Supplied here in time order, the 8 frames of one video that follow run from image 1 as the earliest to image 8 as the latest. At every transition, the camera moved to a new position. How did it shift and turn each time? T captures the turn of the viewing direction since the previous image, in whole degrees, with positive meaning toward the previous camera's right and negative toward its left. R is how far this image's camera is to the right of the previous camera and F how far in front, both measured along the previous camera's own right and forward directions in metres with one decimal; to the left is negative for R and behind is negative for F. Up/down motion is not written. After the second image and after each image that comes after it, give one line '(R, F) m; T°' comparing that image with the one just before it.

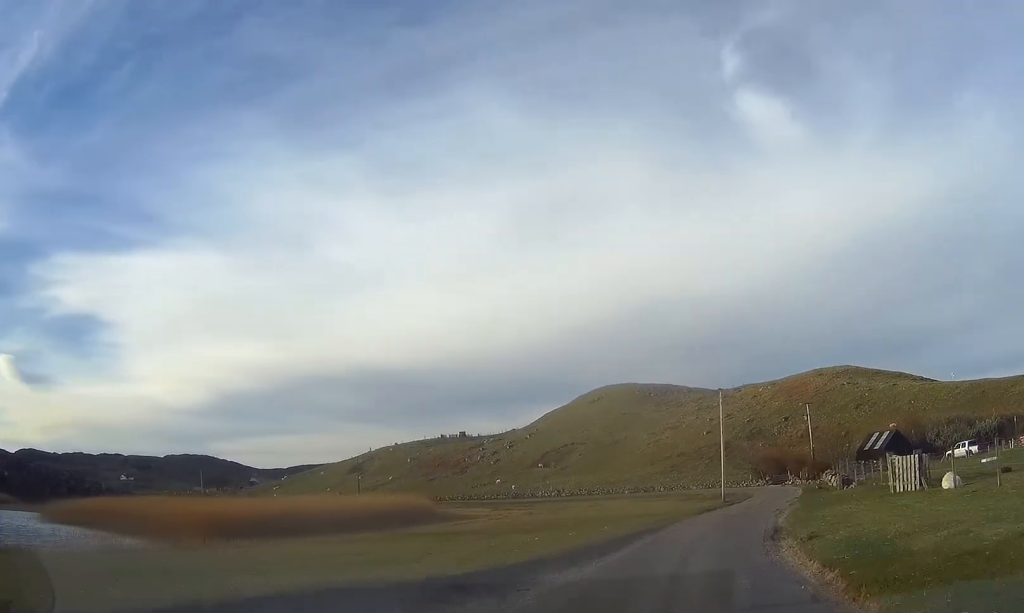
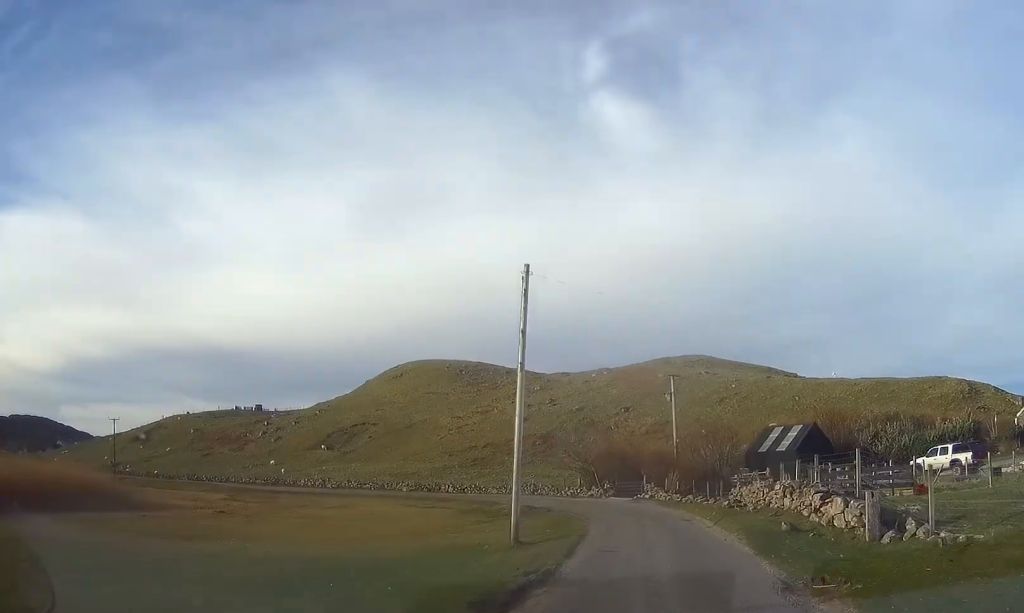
(+2.8, +30.1) m; +8°
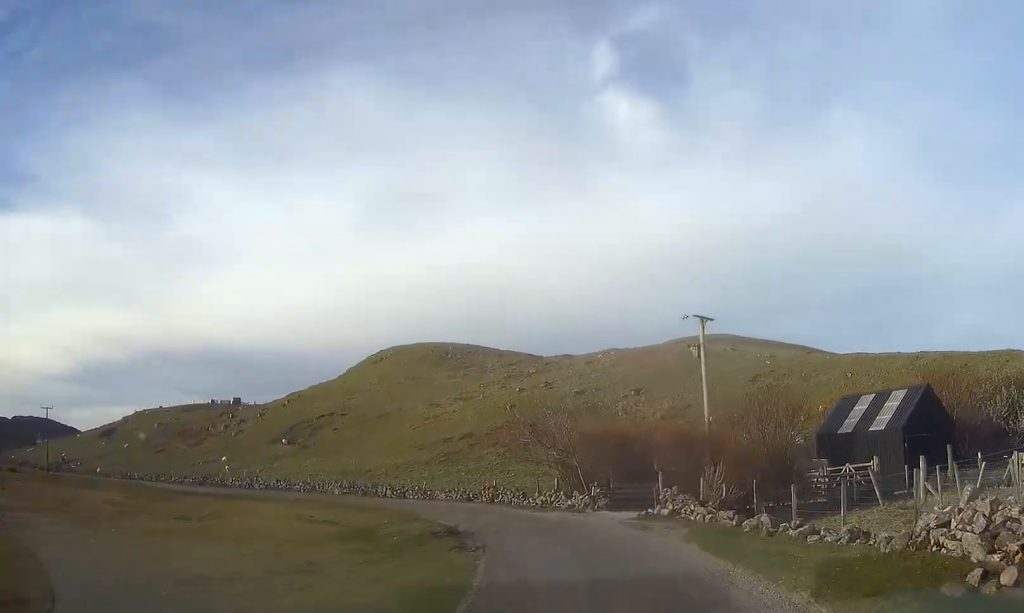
(-0.3, +20.7) m; -6°
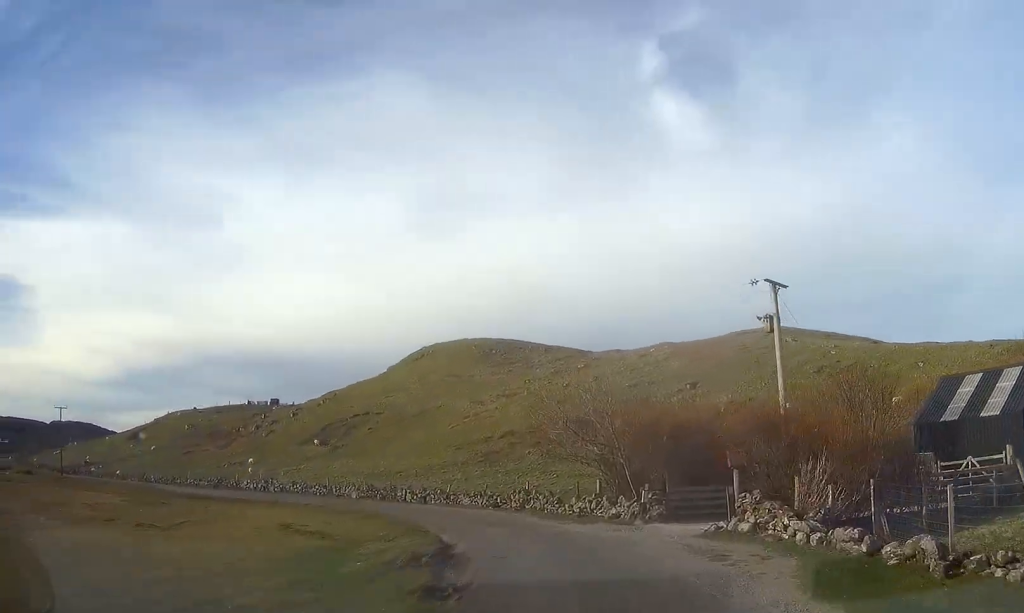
(0.0, +6.9) m; -4°
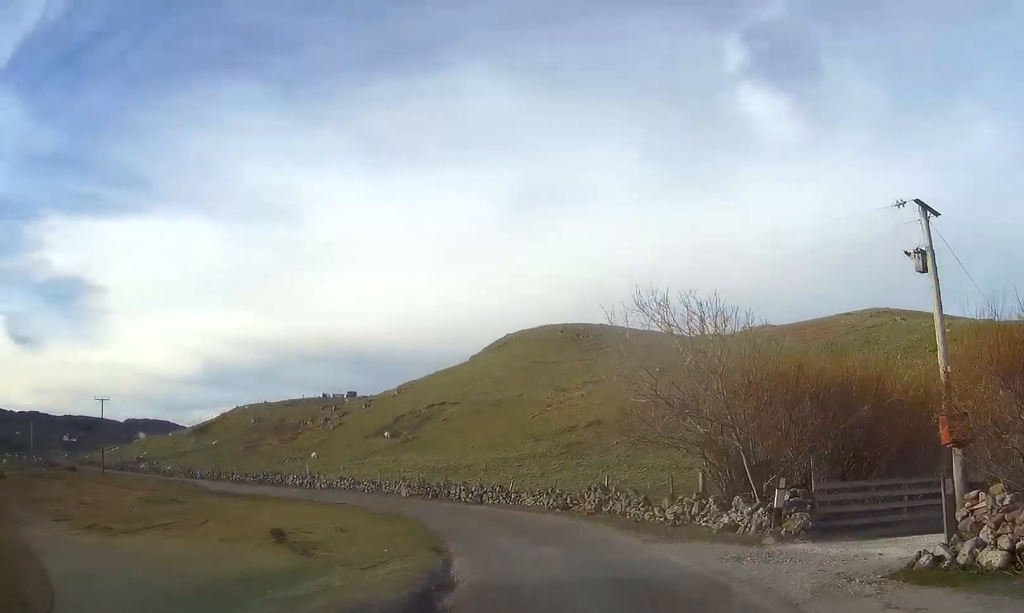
(-0.6, +8.3) m; -7°
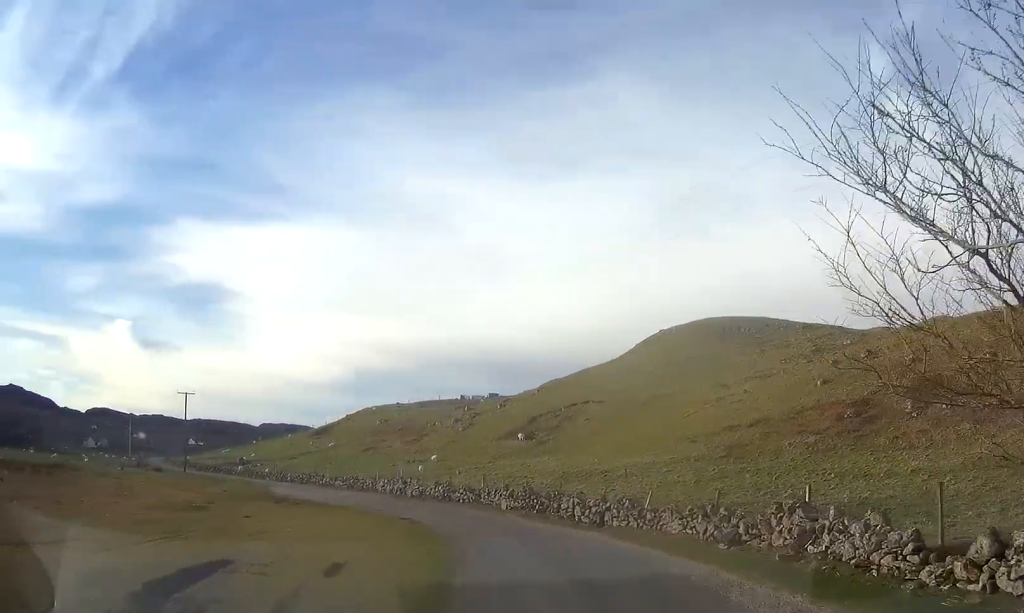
(-1.1, +11.9) m; -10°
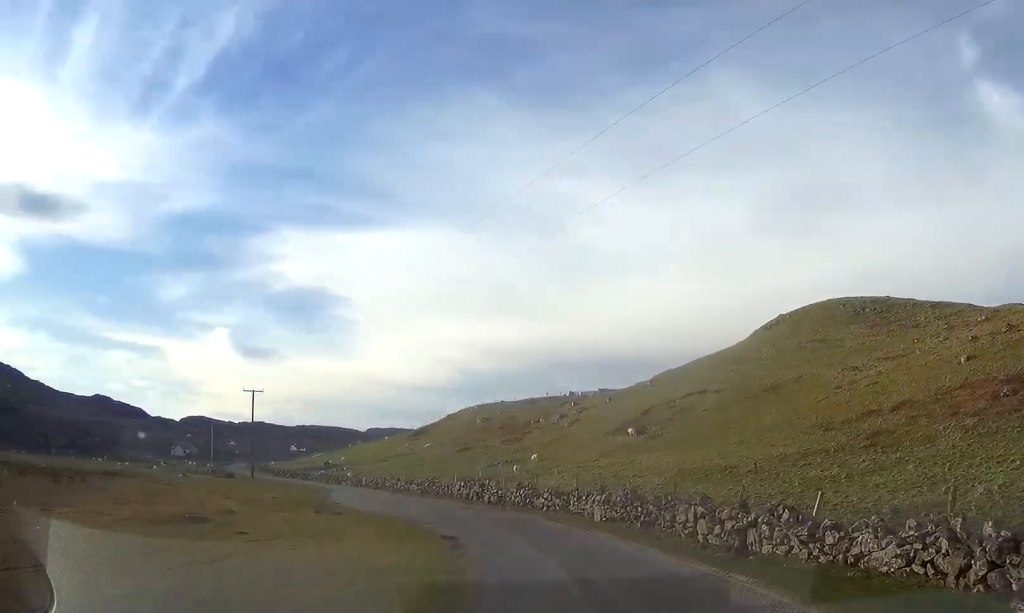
(-0.5, +8.7) m; -7°
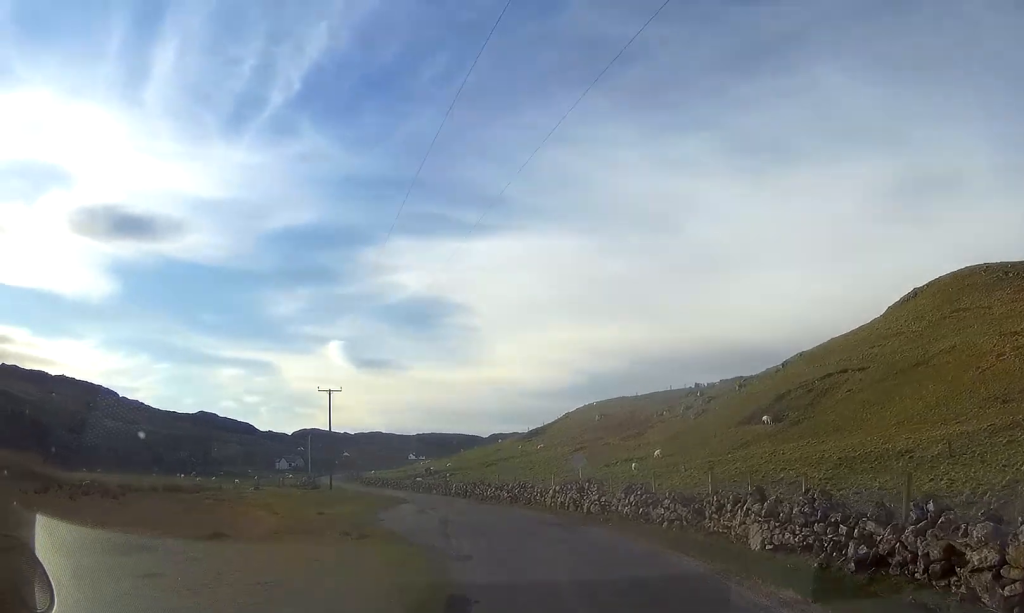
(-0.5, +10.2) m; -8°
